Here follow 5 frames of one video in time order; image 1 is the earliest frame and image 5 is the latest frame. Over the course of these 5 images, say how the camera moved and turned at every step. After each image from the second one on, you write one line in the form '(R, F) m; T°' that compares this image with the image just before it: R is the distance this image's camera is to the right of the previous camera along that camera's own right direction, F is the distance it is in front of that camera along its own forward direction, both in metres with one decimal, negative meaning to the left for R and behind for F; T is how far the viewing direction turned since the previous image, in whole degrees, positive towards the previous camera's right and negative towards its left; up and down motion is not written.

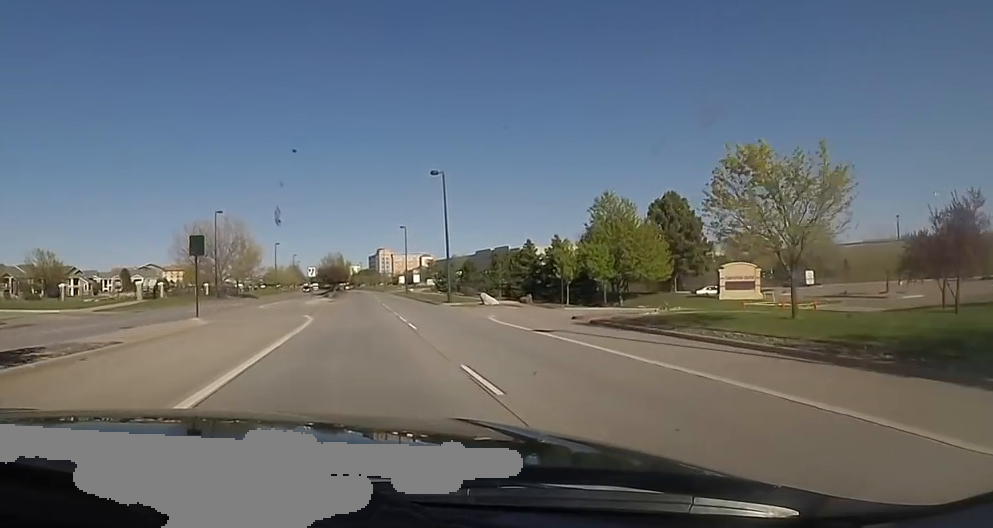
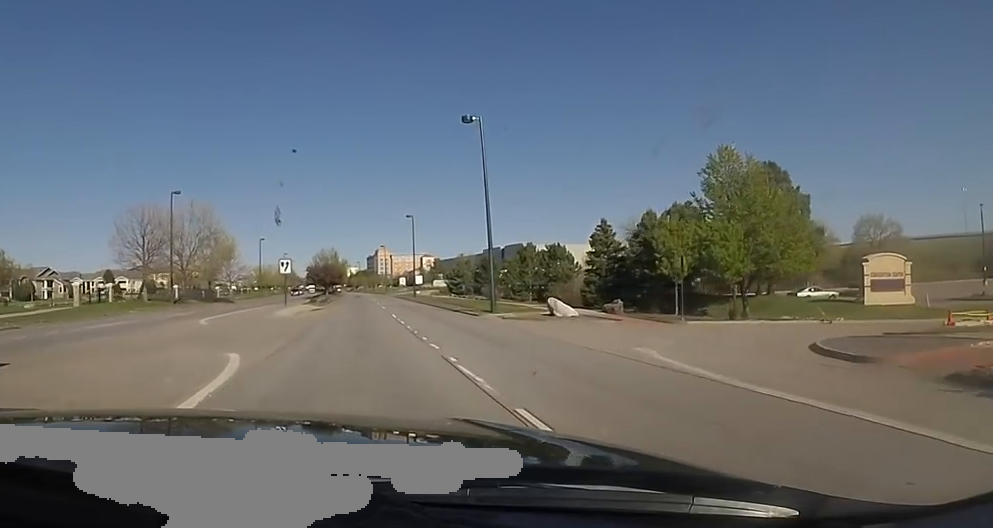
(-0.1, +16.4) m; 0°
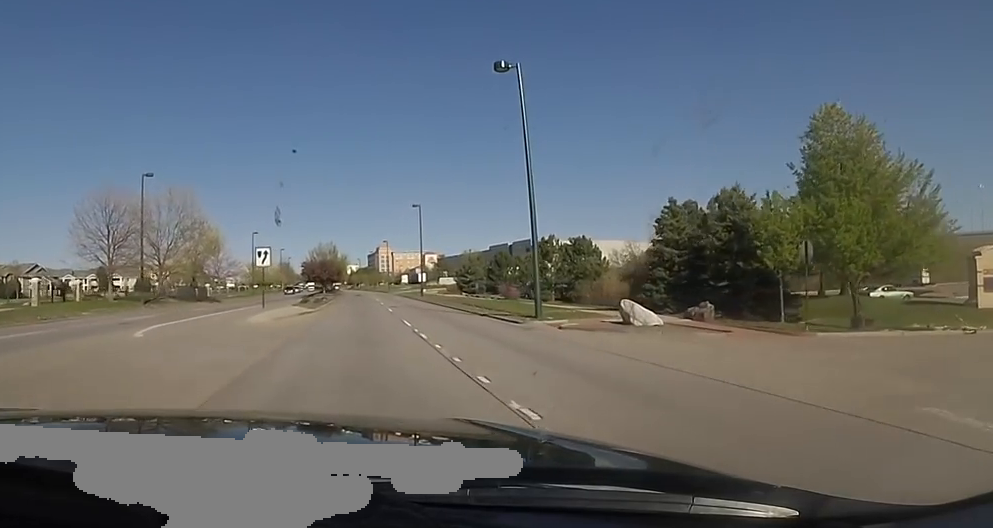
(0.0, +8.0) m; 0°
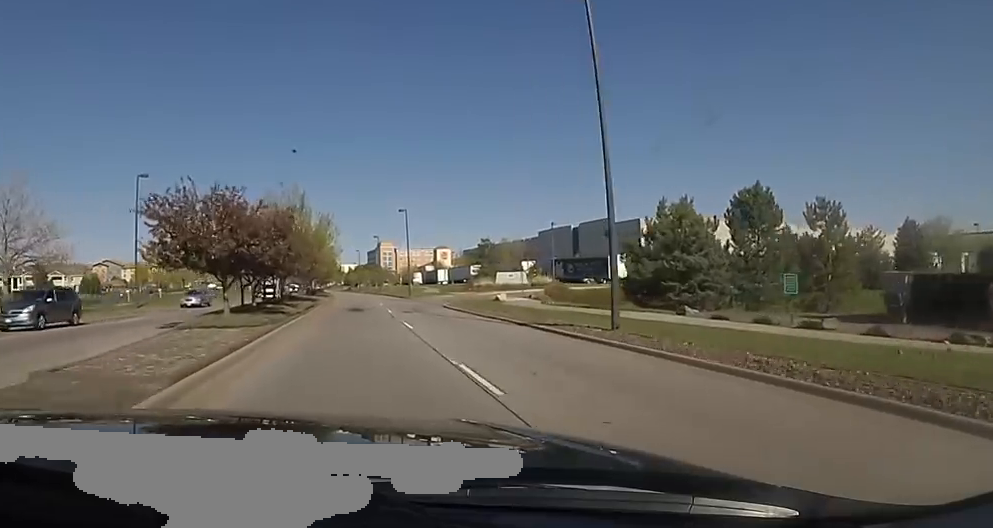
(+0.2, +51.0) m; -2°
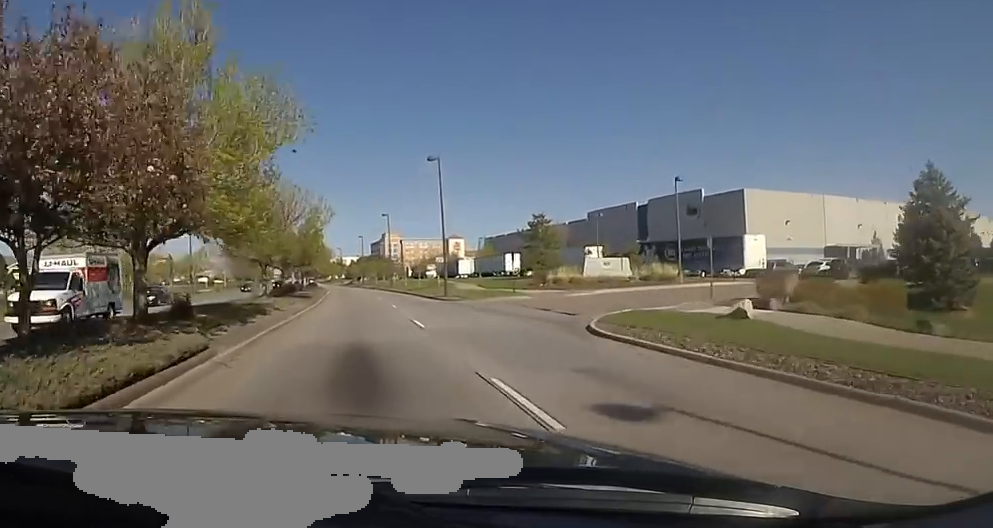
(-1.8, +26.7) m; -3°
